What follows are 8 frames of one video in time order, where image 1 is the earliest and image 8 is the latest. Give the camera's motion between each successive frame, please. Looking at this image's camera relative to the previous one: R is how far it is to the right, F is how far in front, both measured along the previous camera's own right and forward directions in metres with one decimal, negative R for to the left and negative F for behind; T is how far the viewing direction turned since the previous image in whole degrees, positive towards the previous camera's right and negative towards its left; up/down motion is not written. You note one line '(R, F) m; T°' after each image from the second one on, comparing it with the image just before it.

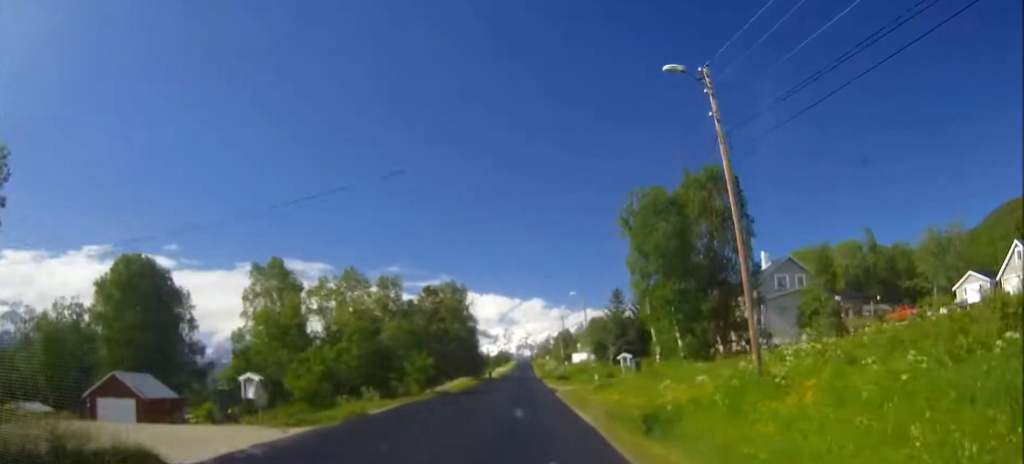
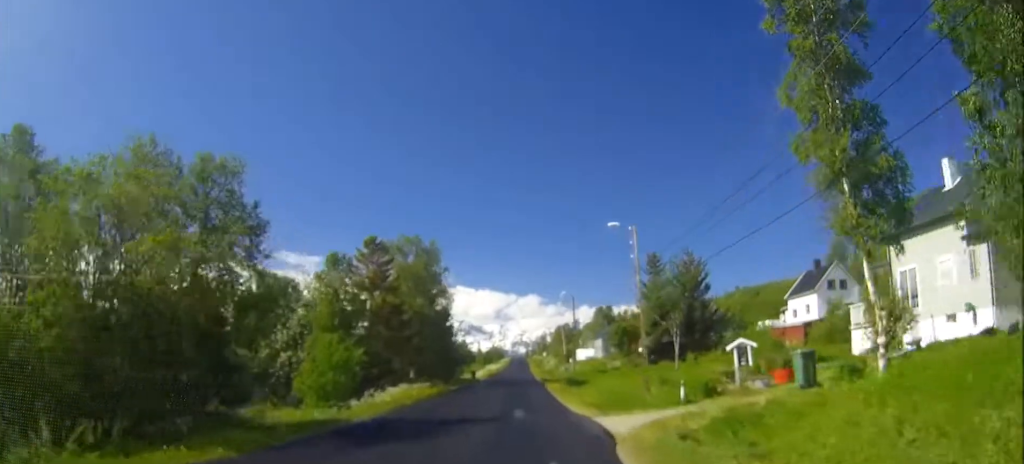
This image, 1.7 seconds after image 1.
(-0.1, +29.7) m; 0°
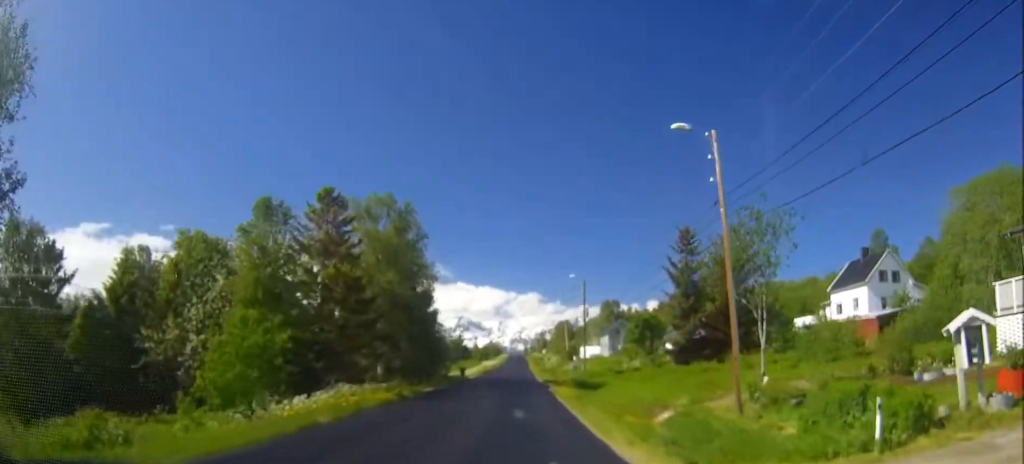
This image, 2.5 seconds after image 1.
(0.0, +13.3) m; 0°
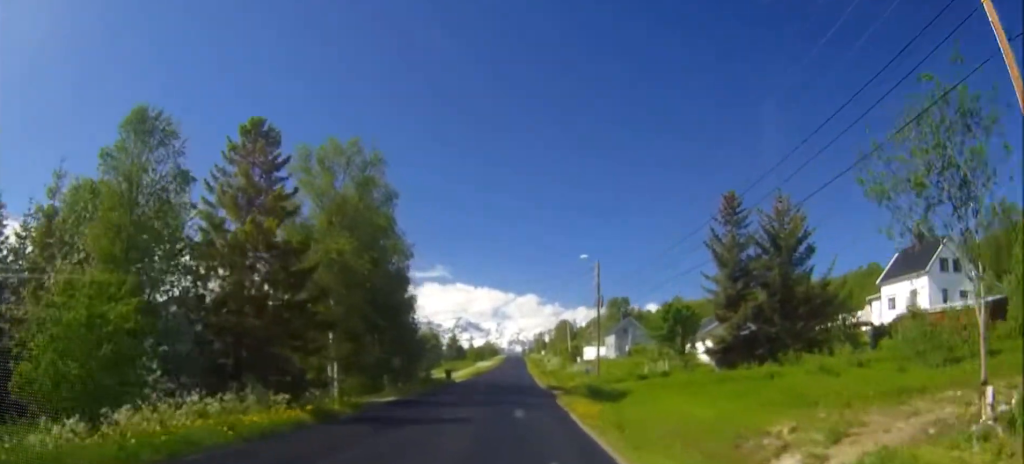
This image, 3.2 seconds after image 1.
(0.0, +12.2) m; 0°
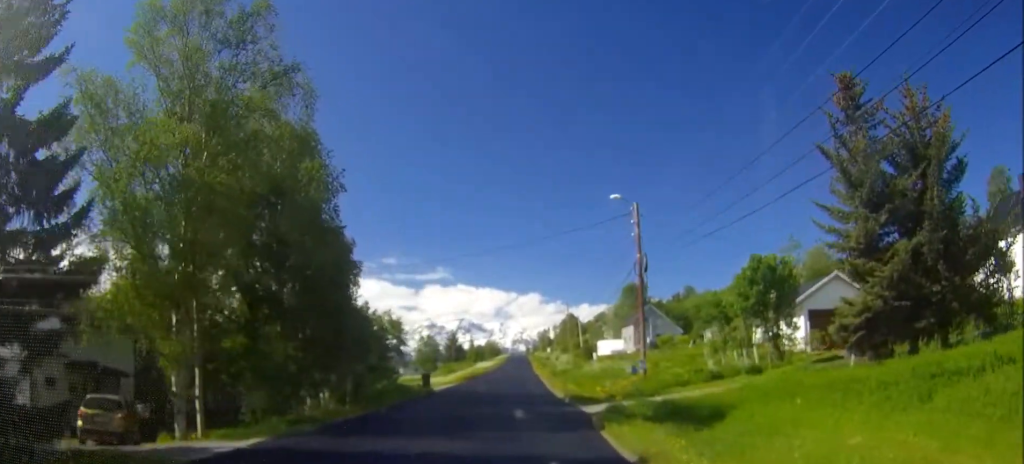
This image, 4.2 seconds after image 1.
(0.0, +17.4) m; 0°
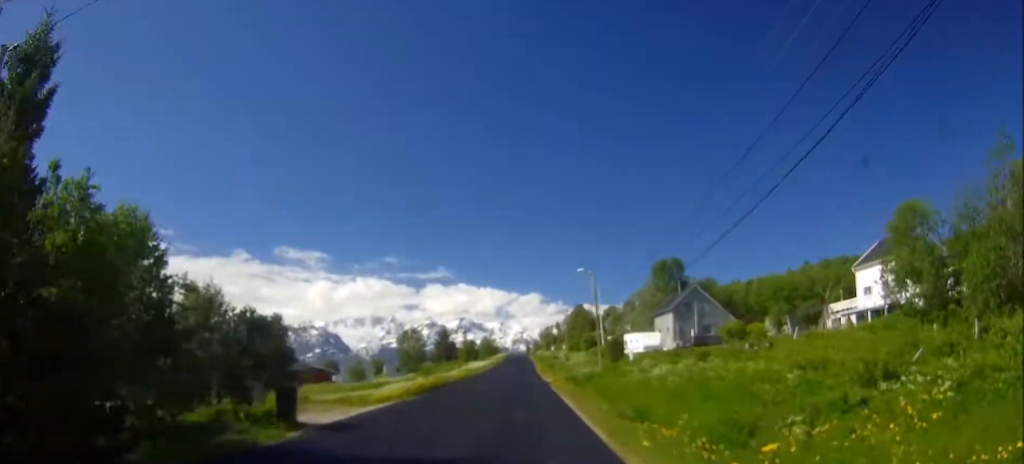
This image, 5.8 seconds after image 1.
(0.0, +28.4) m; 0°
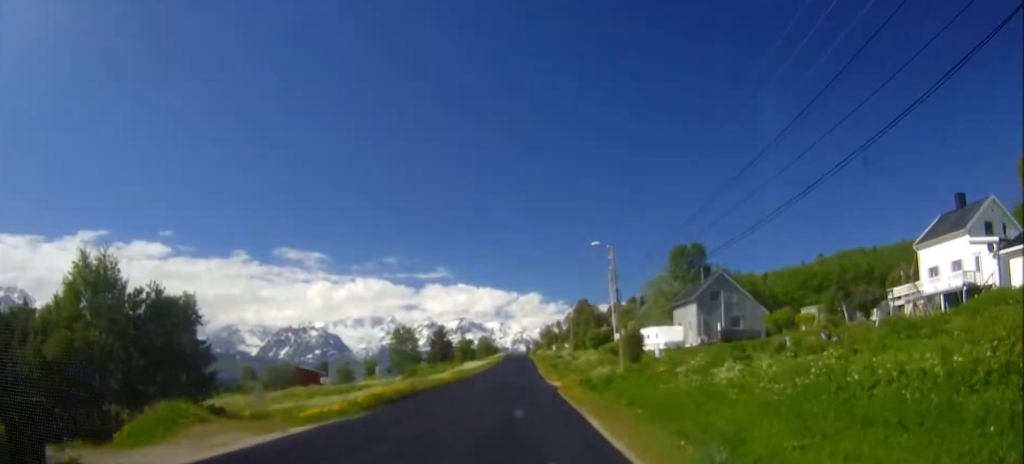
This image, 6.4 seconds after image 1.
(0.0, +10.4) m; 0°
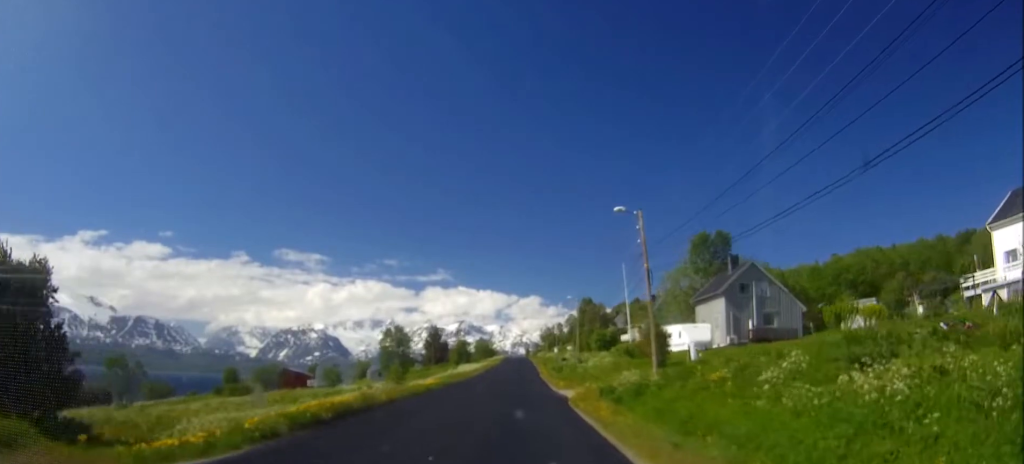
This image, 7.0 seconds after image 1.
(0.0, +10.4) m; 0°
